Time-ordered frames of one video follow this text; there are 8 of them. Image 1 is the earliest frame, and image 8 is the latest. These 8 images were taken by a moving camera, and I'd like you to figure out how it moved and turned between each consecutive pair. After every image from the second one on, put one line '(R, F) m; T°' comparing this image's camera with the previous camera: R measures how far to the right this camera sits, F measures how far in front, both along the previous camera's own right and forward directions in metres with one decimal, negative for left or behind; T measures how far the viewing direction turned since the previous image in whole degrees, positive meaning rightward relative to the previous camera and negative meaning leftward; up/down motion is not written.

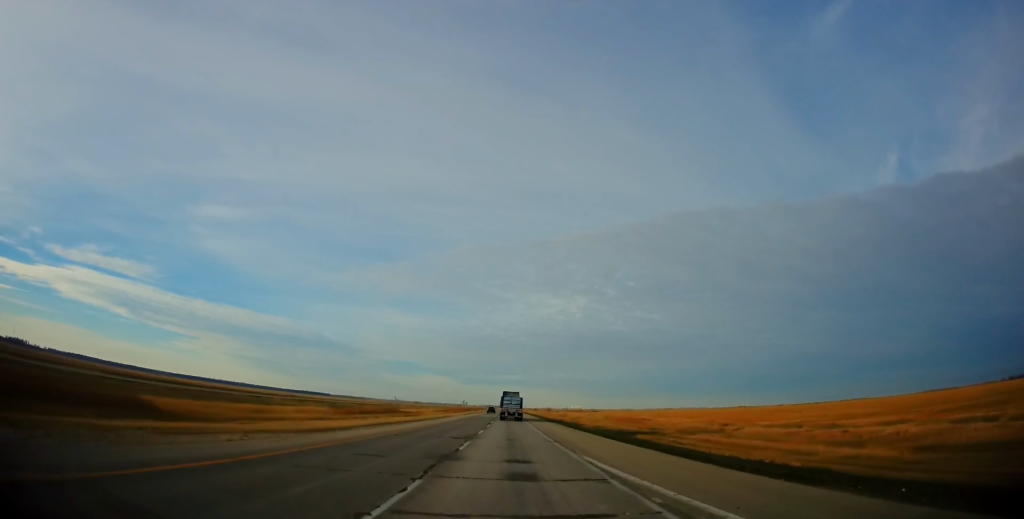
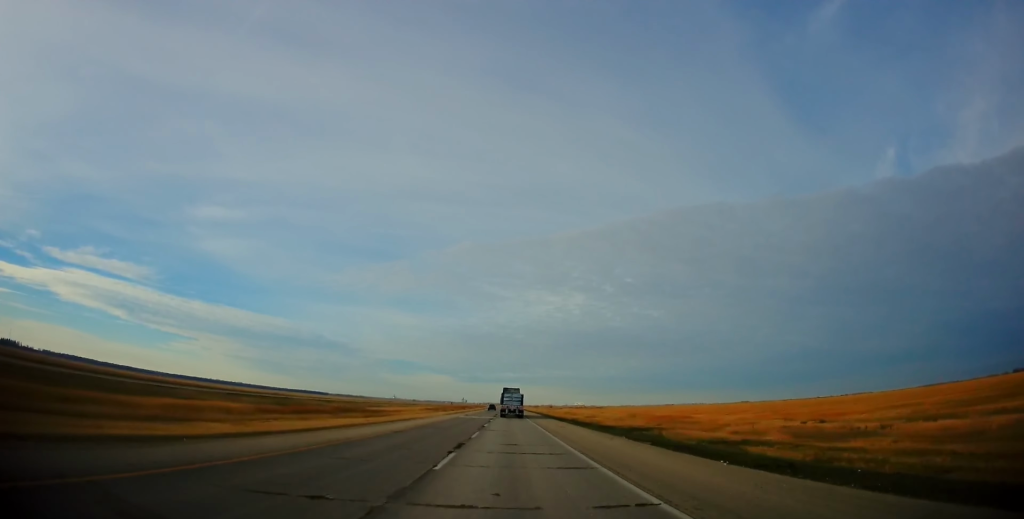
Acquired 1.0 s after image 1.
(-0.1, +30.8) m; 0°
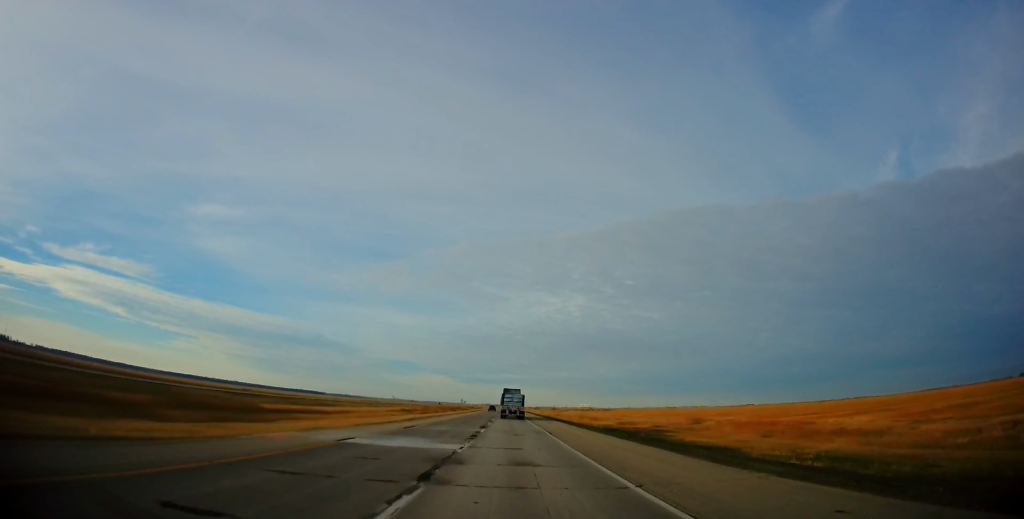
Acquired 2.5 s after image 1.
(-0.5, +43.4) m; 0°
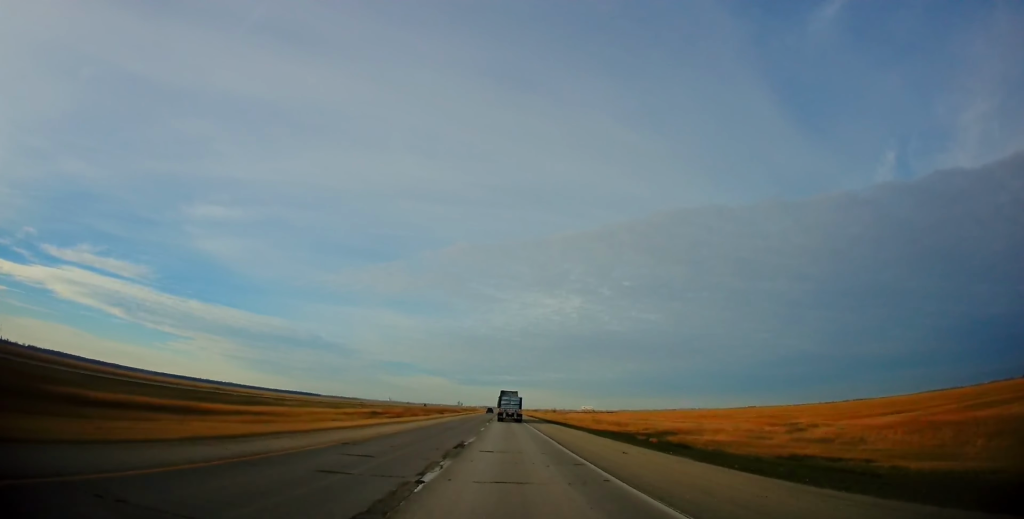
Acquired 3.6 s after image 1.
(+0.6, +31.4) m; 0°
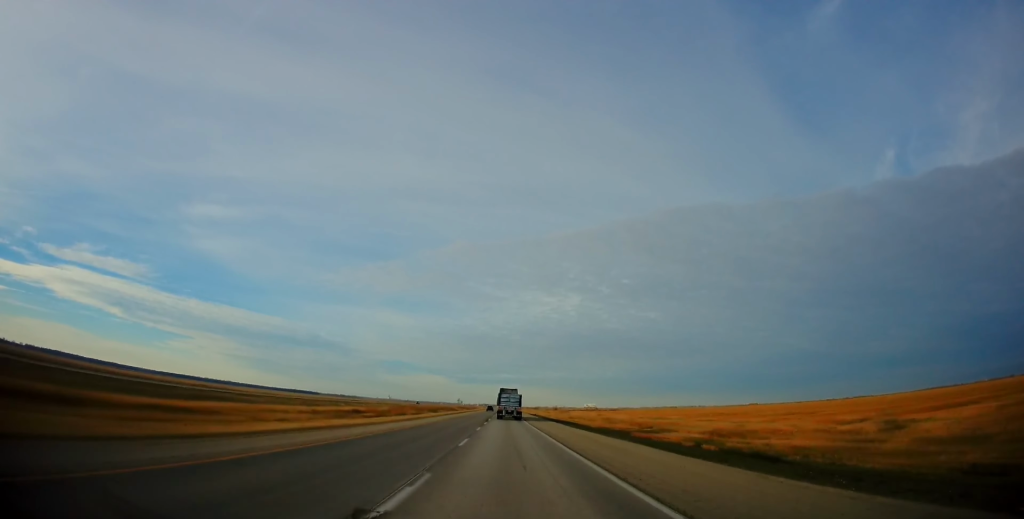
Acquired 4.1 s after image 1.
(-0.3, +15.7) m; 0°
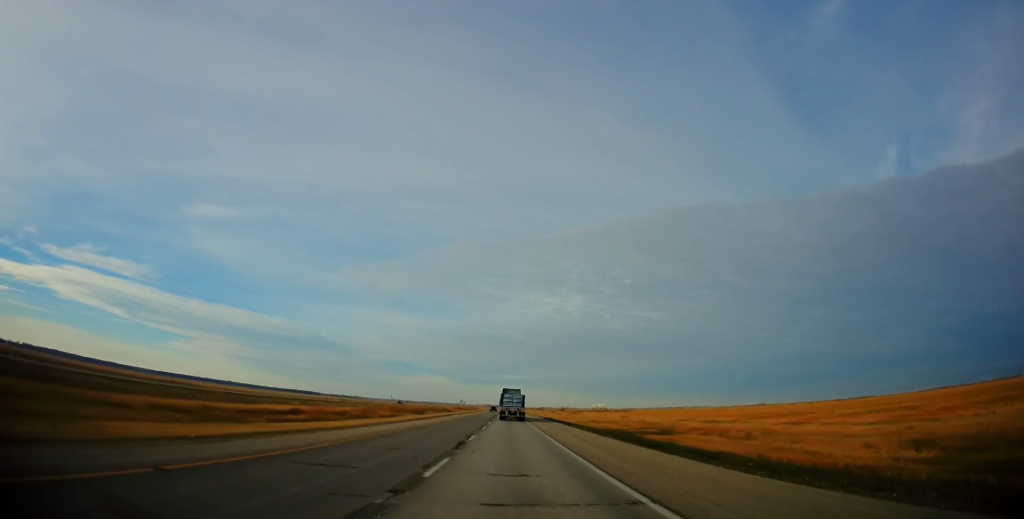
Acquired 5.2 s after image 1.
(+0.1, +32.4) m; 0°
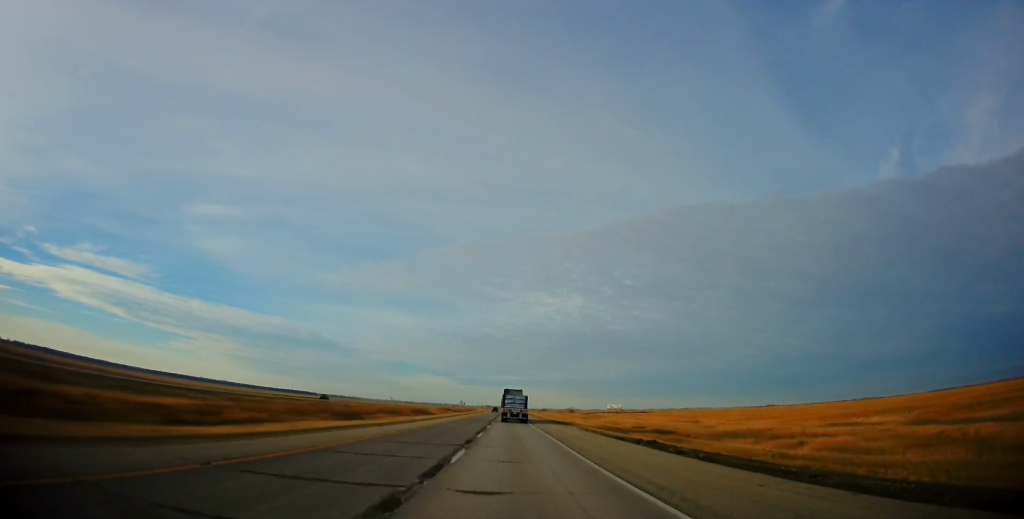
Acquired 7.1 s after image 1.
(-0.3, +57.2) m; 0°
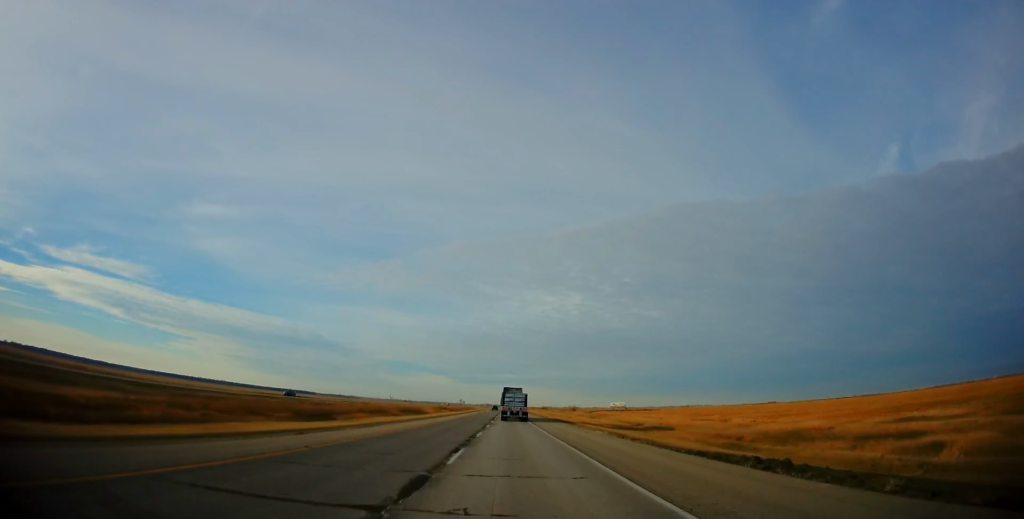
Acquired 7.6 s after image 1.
(+0.1, +12.8) m; 0°
